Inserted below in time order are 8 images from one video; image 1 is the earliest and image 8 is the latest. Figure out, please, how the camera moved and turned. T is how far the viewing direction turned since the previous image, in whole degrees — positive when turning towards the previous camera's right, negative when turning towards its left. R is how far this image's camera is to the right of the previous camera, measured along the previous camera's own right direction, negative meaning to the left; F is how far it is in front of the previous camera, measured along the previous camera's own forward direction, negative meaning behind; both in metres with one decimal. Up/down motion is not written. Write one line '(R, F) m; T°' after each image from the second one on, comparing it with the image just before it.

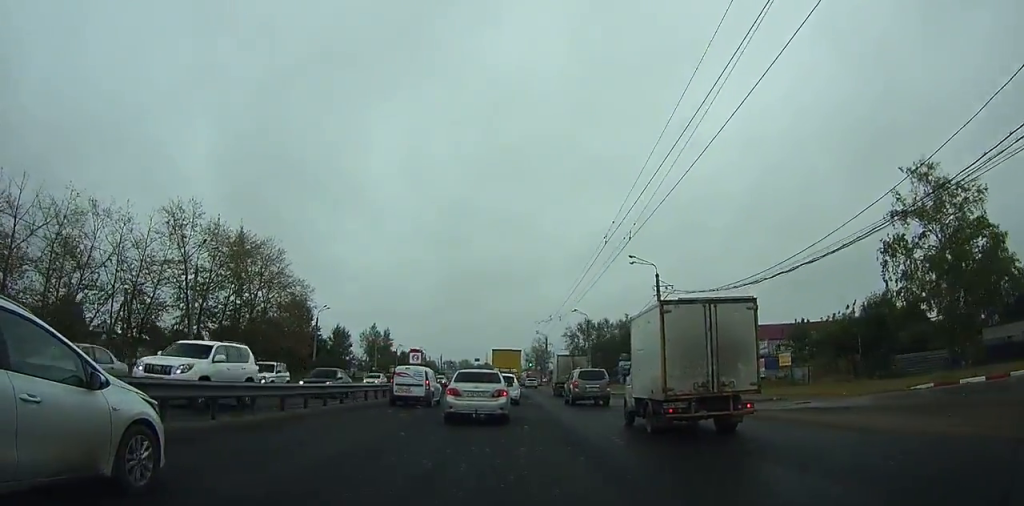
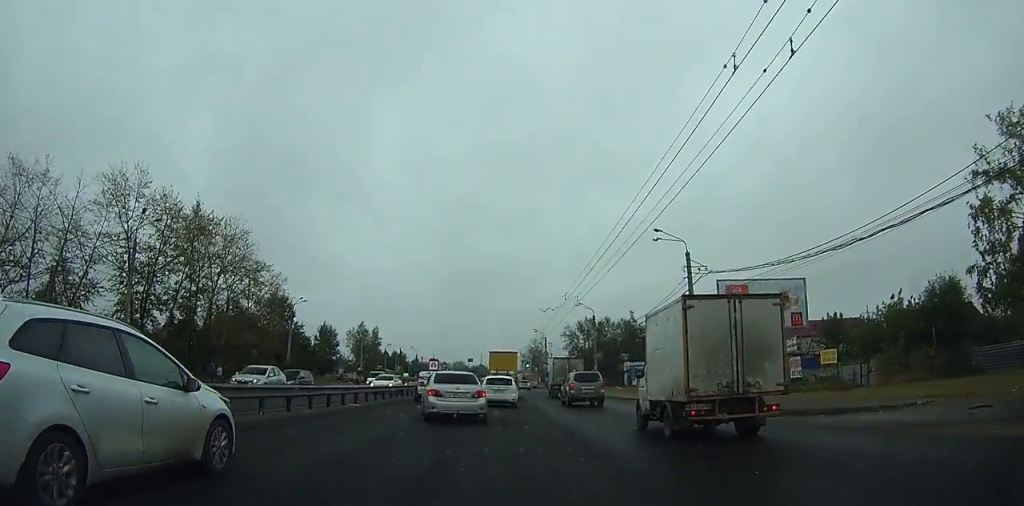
(+0.1, +8.7) m; +2°
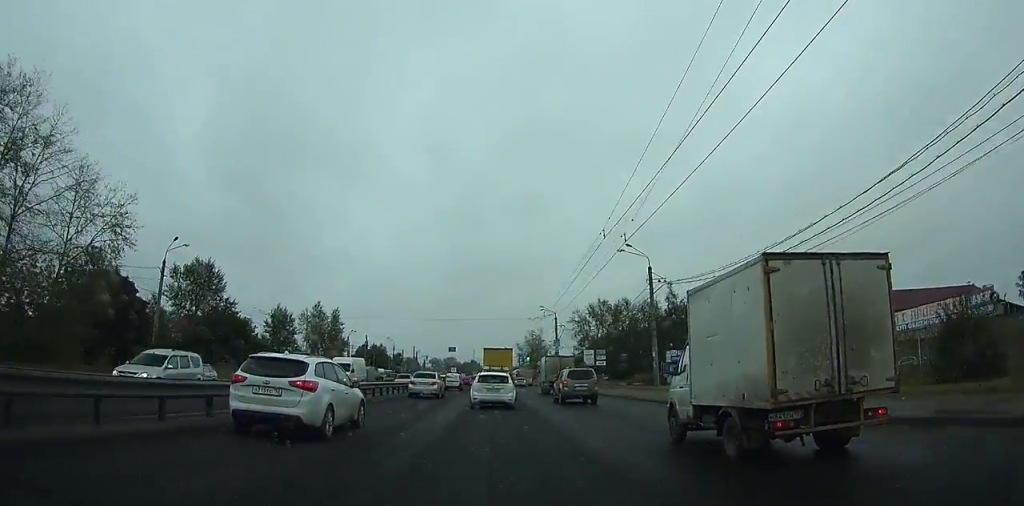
(+1.2, +31.5) m; +3°
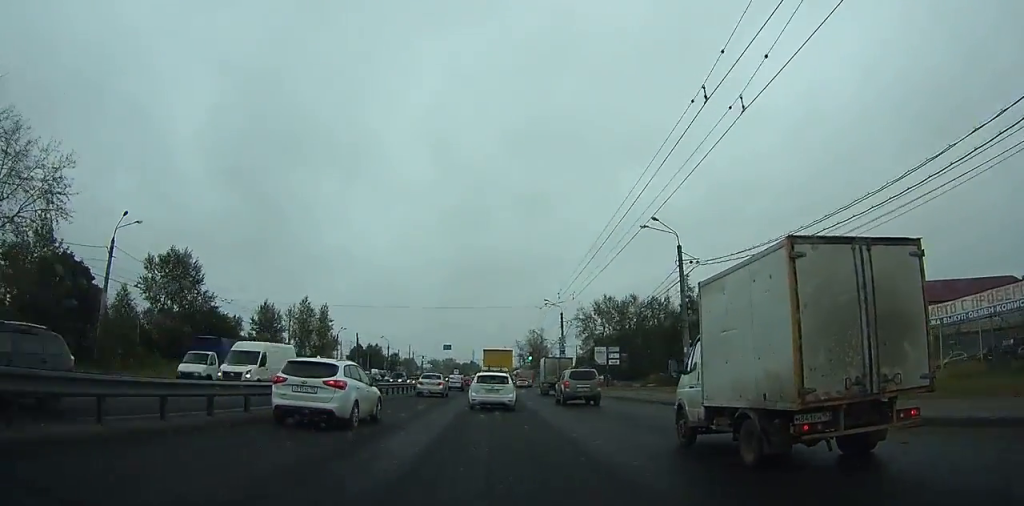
(0.0, +7.7) m; +1°
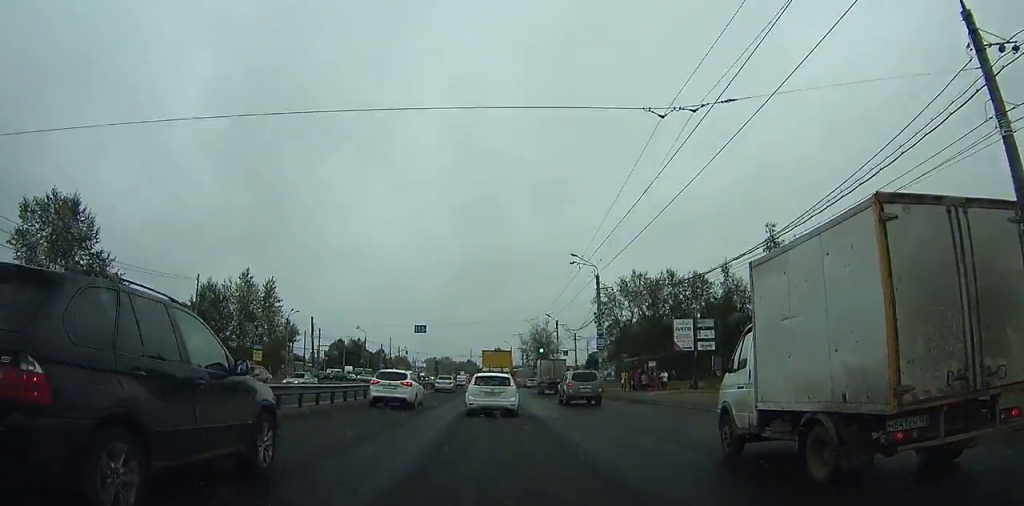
(+0.3, +27.1) m; +1°
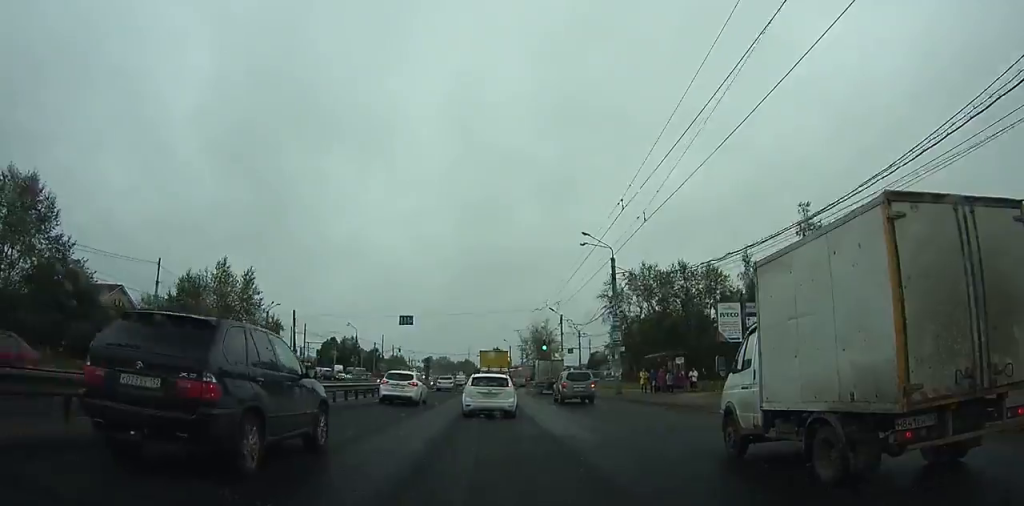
(0.0, +6.7) m; 0°
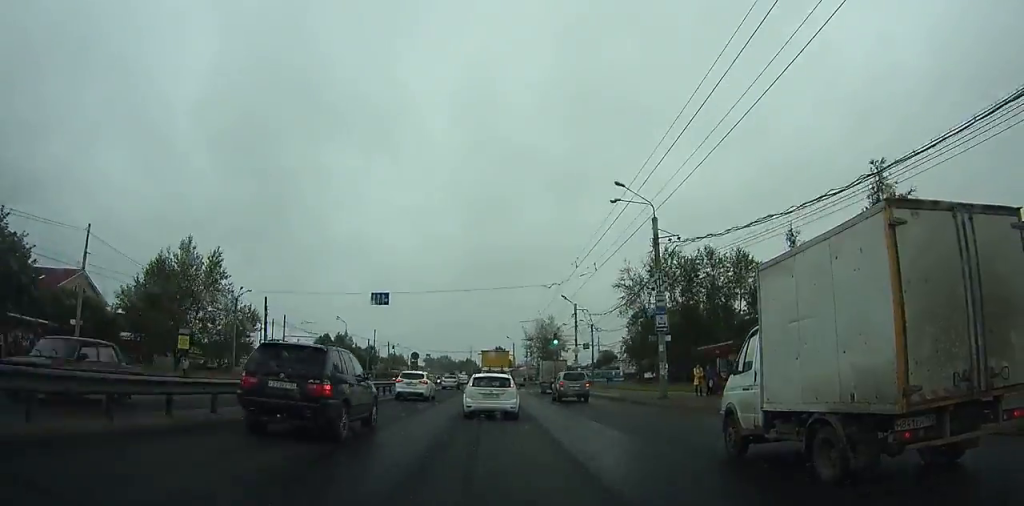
(+0.1, +9.7) m; 0°
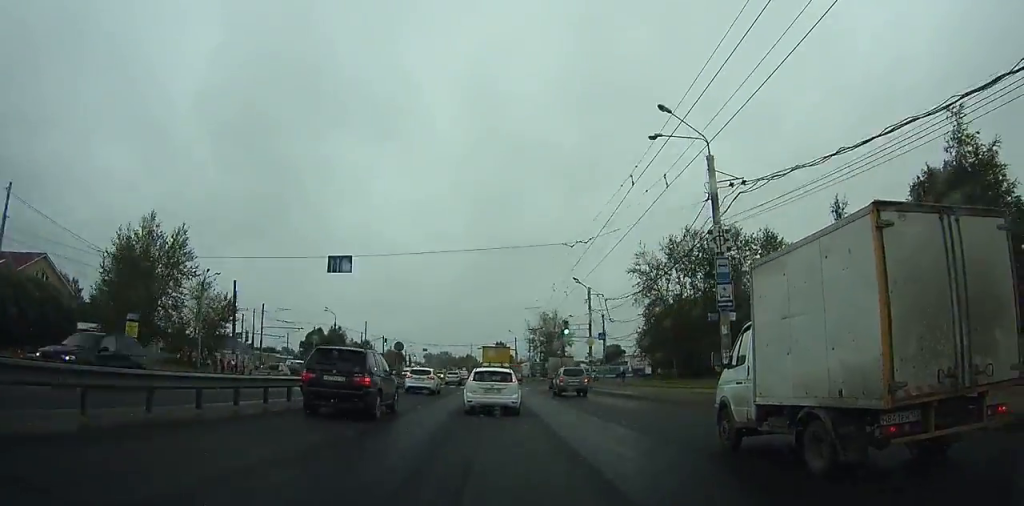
(0.0, +7.5) m; 0°
